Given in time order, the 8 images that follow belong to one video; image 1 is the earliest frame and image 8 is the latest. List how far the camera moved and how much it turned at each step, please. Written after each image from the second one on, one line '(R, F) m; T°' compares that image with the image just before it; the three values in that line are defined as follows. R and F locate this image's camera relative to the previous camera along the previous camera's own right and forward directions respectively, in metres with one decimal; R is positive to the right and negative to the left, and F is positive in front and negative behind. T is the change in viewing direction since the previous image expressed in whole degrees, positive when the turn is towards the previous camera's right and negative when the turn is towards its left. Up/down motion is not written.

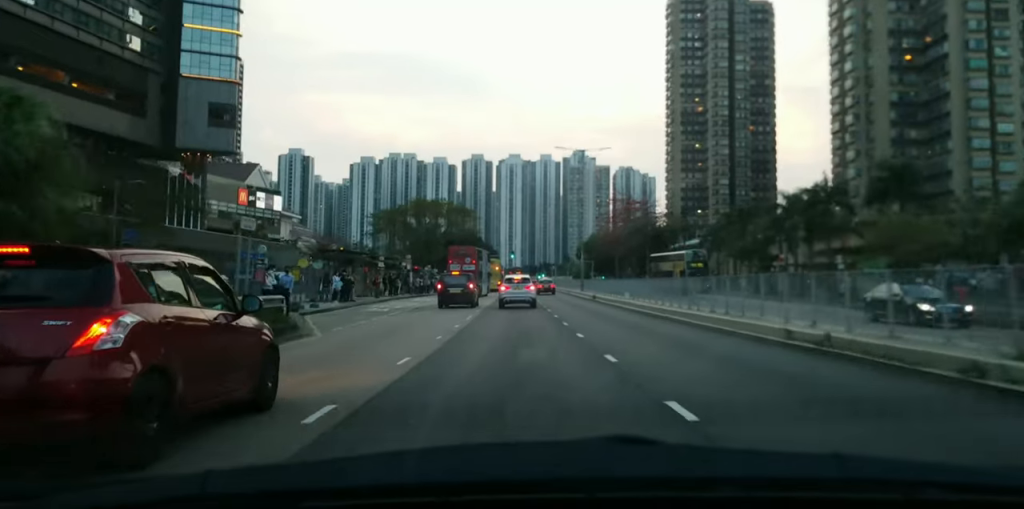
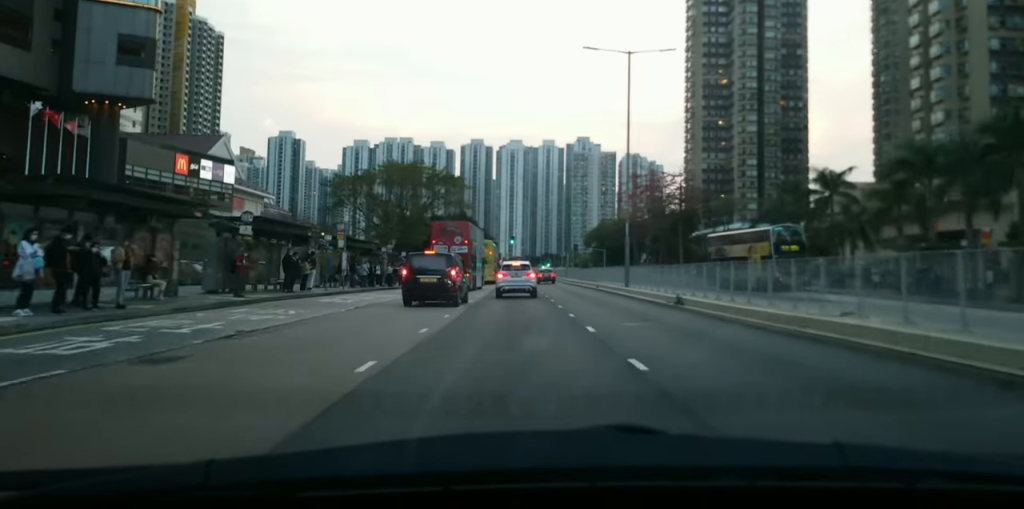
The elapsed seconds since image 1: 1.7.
(-1.2, +26.5) m; -3°
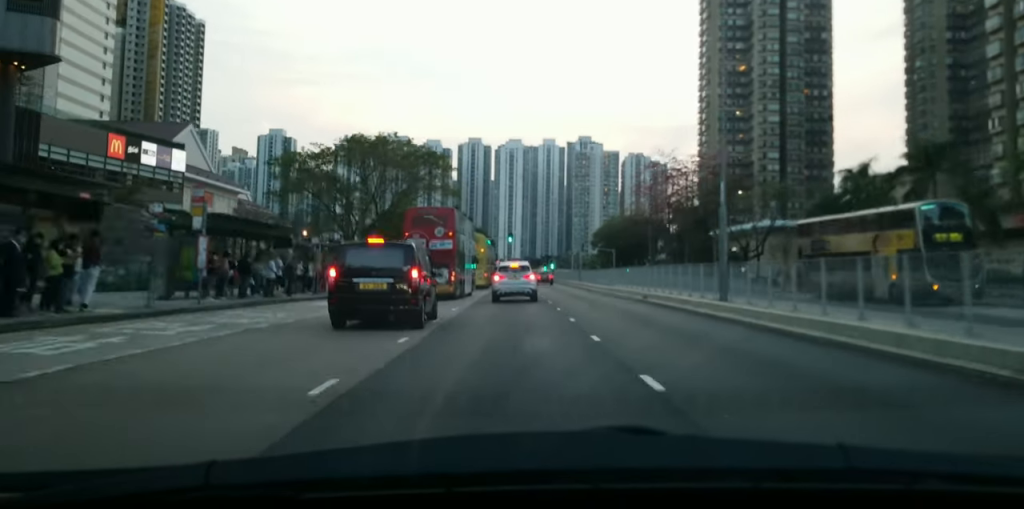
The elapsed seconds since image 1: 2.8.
(+0.2, +18.7) m; +2°
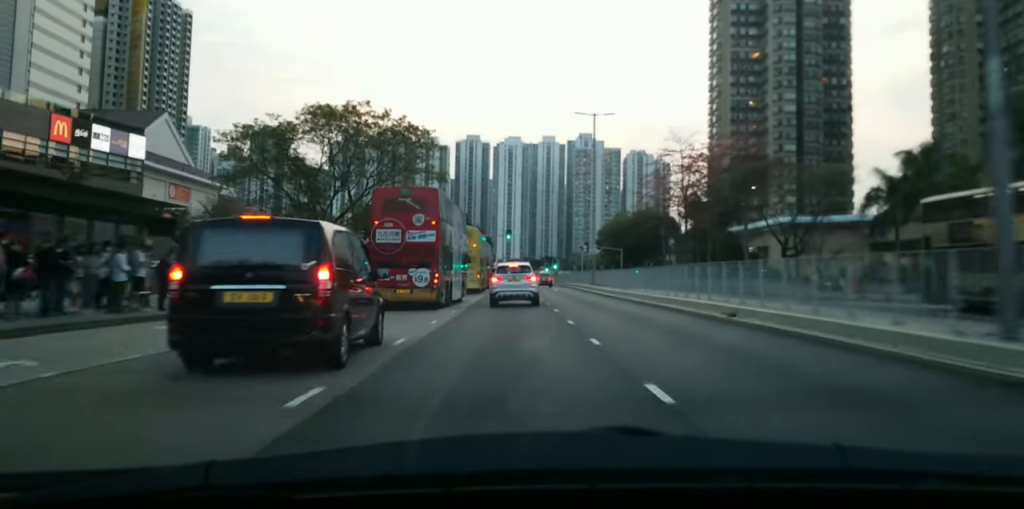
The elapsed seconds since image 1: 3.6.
(+0.2, +13.0) m; +1°
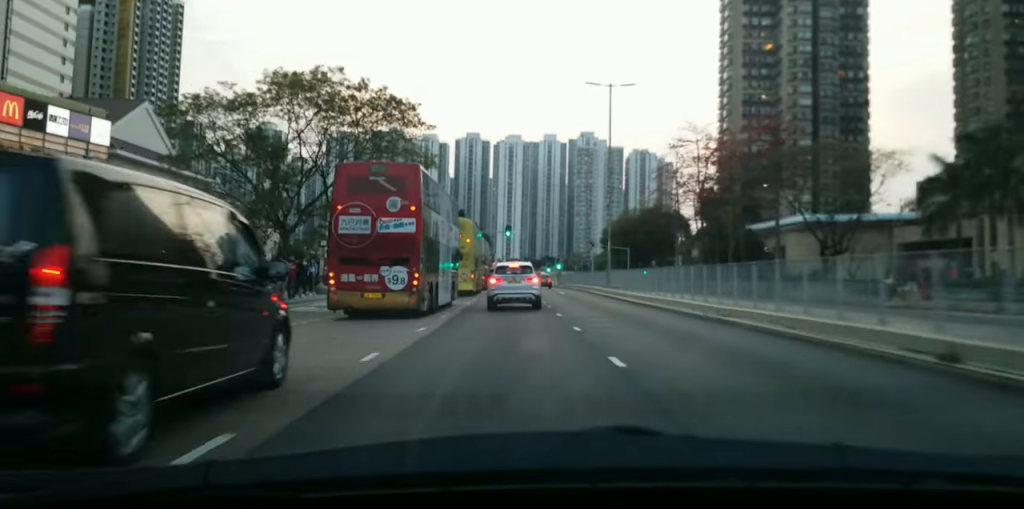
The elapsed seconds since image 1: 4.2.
(+0.1, +9.7) m; +1°
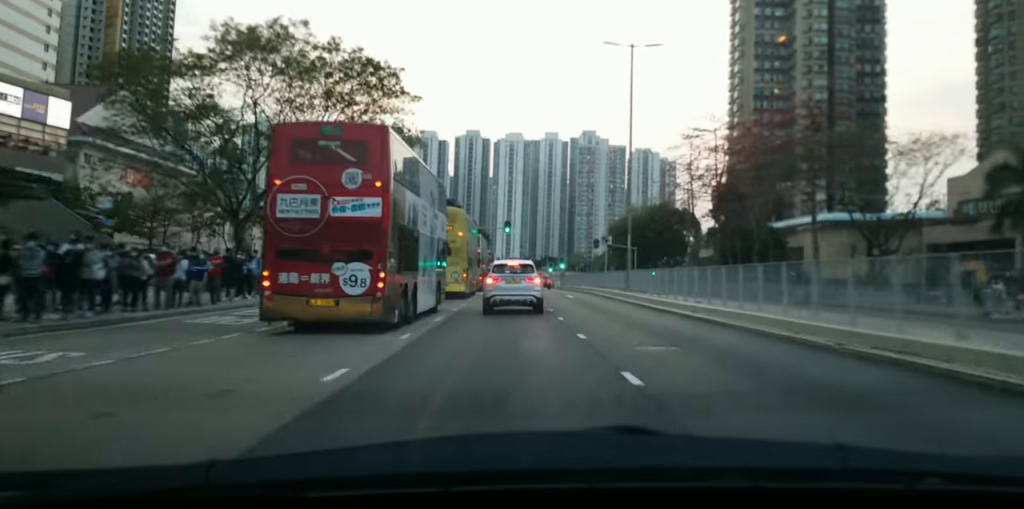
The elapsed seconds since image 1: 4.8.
(0.0, +9.8) m; 0°
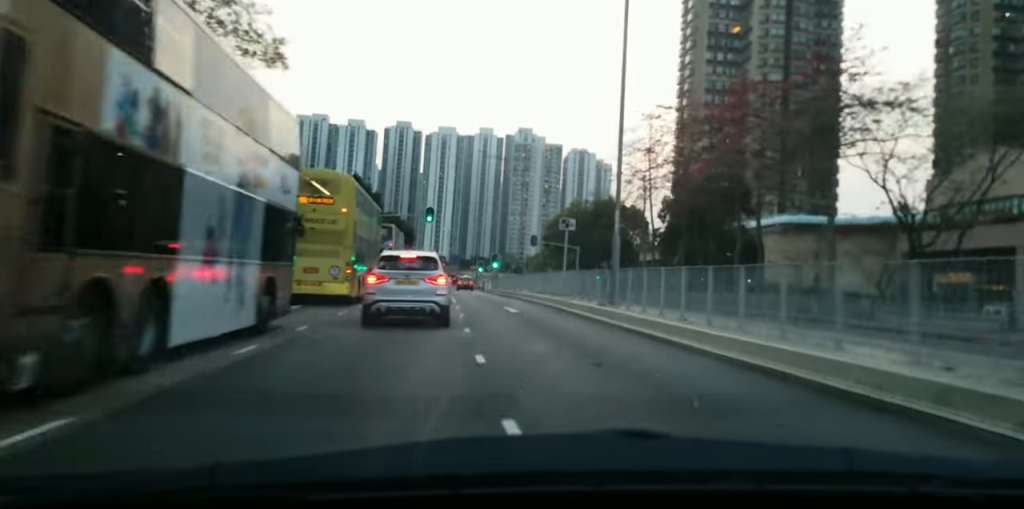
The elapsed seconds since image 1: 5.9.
(0.0, +17.8) m; -1°
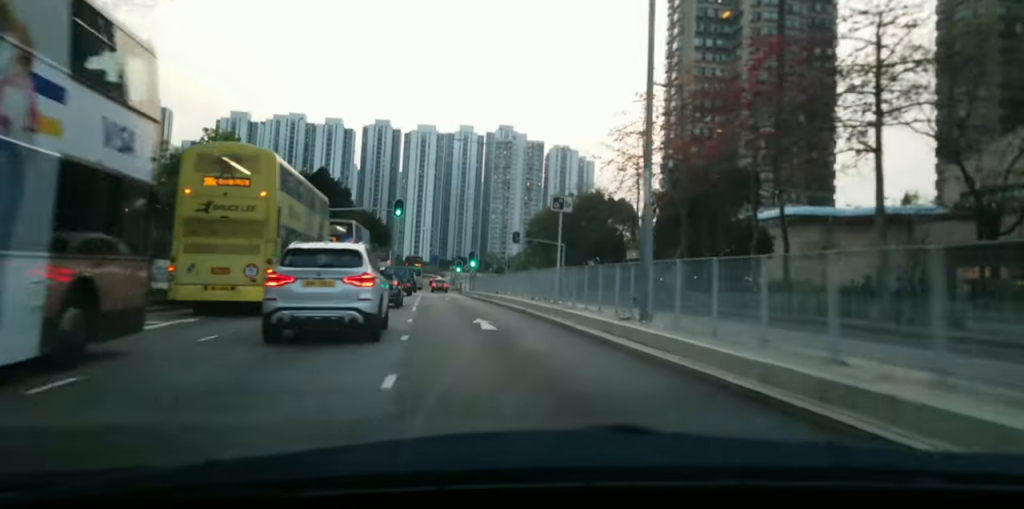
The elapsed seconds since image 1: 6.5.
(-0.1, +9.1) m; 0°
